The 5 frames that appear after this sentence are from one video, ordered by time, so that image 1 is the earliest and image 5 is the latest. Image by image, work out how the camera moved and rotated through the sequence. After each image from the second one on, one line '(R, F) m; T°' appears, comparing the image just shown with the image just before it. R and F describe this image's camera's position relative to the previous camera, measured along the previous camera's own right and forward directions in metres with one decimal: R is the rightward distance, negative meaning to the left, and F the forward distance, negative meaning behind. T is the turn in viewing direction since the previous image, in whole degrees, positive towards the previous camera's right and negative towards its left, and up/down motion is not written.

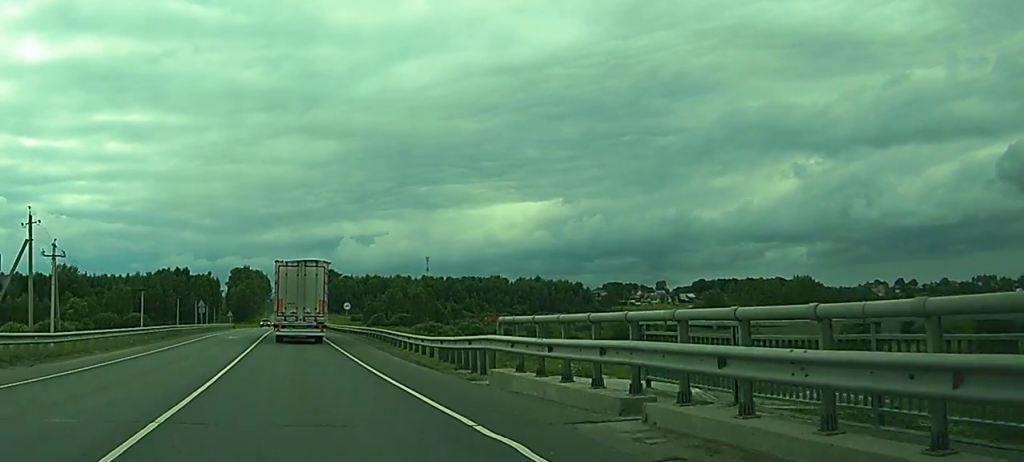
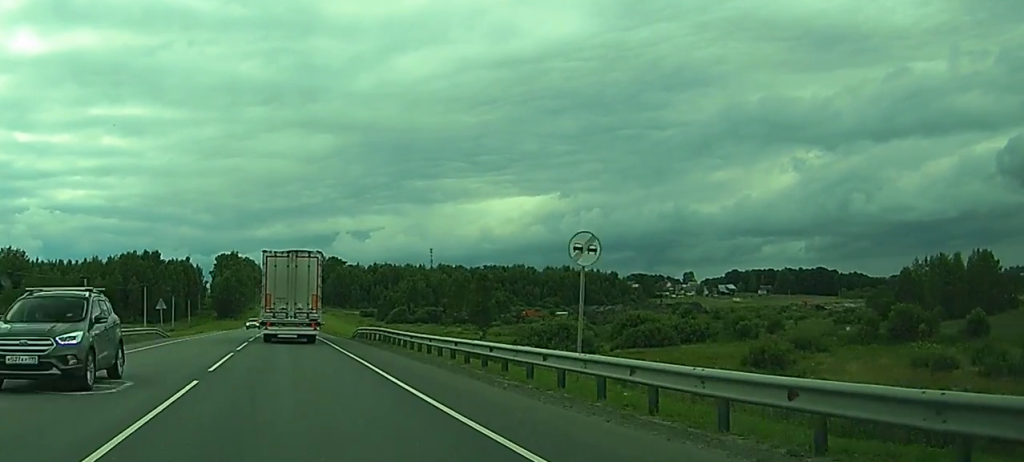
(-0.3, +73.4) m; 0°
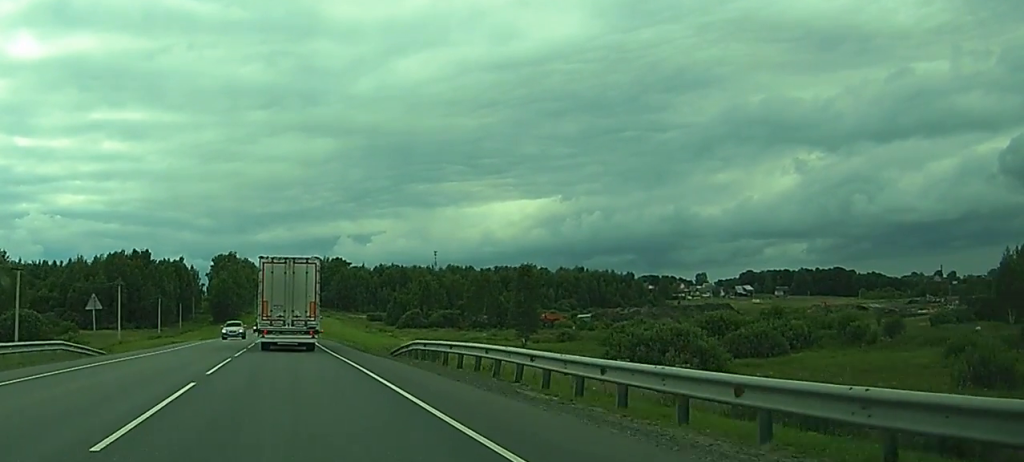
(0.0, +23.7) m; 0°
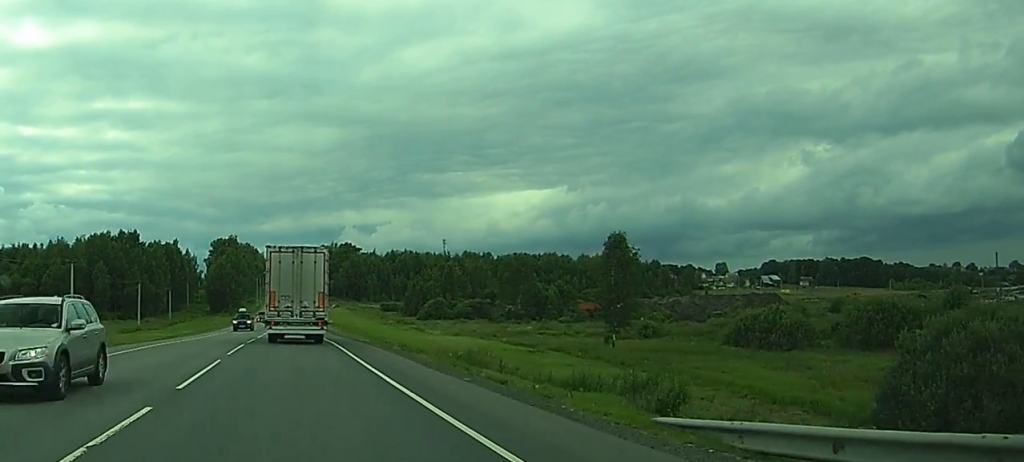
(-0.1, +29.8) m; 0°
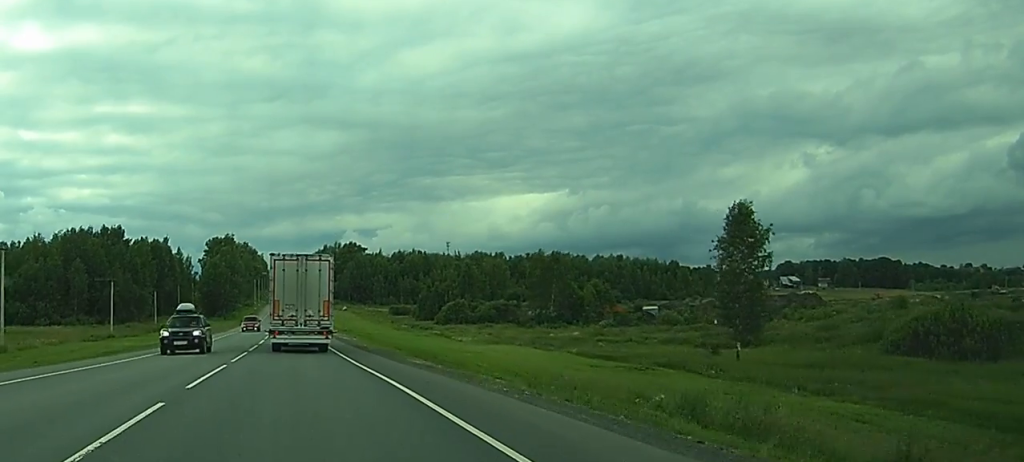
(-0.1, +23.3) m; 0°
